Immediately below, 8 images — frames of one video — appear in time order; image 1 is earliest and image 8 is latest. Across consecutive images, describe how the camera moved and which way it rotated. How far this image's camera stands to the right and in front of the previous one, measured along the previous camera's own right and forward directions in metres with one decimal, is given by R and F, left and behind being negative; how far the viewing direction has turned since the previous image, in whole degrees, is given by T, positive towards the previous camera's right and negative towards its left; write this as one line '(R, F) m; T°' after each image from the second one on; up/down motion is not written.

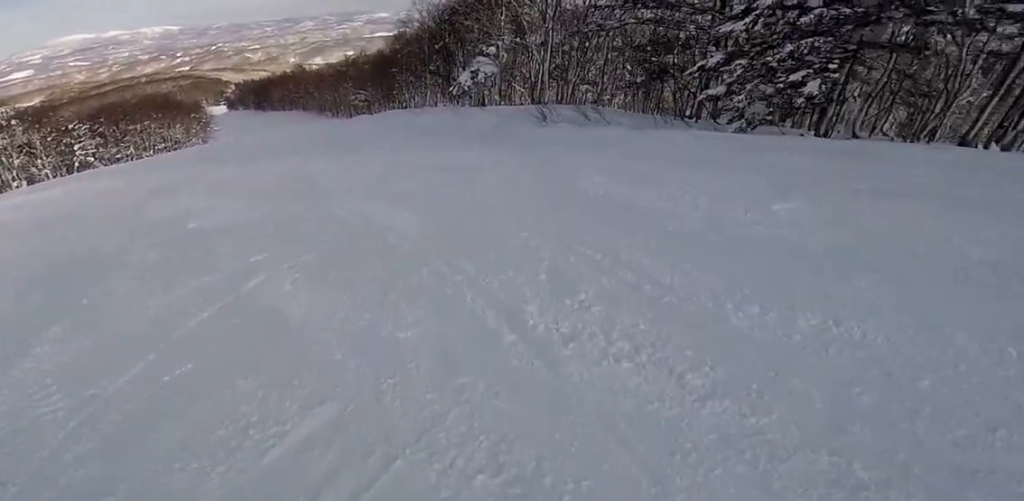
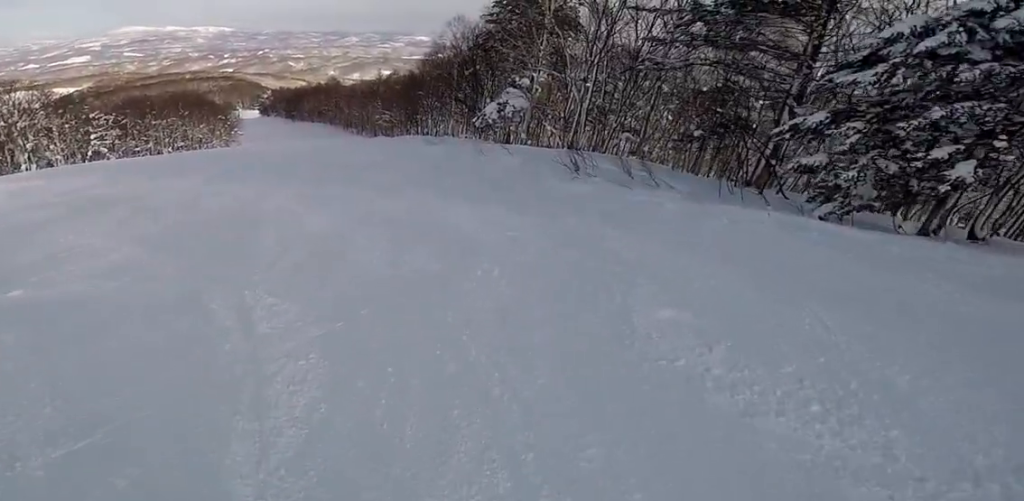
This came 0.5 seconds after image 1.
(0.0, +3.1) m; -6°
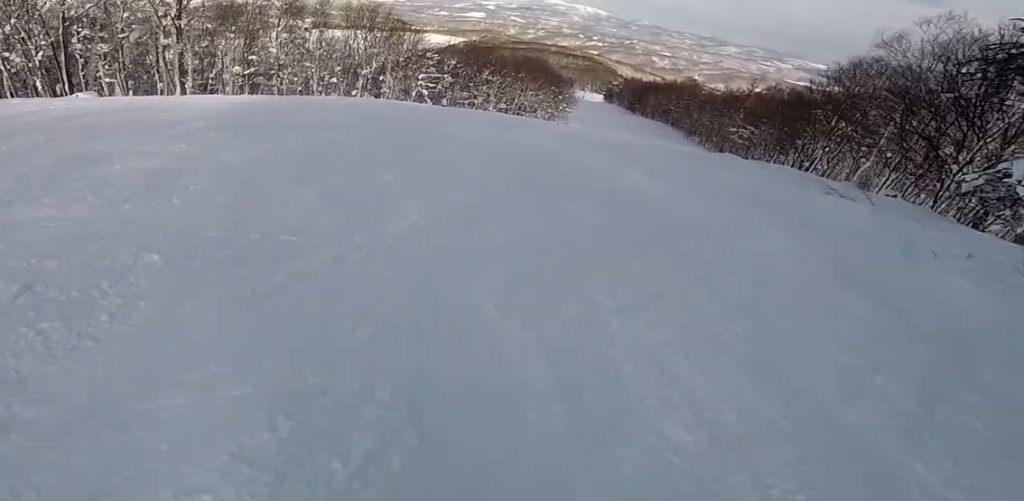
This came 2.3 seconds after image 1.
(-3.4, +10.8) m; -30°
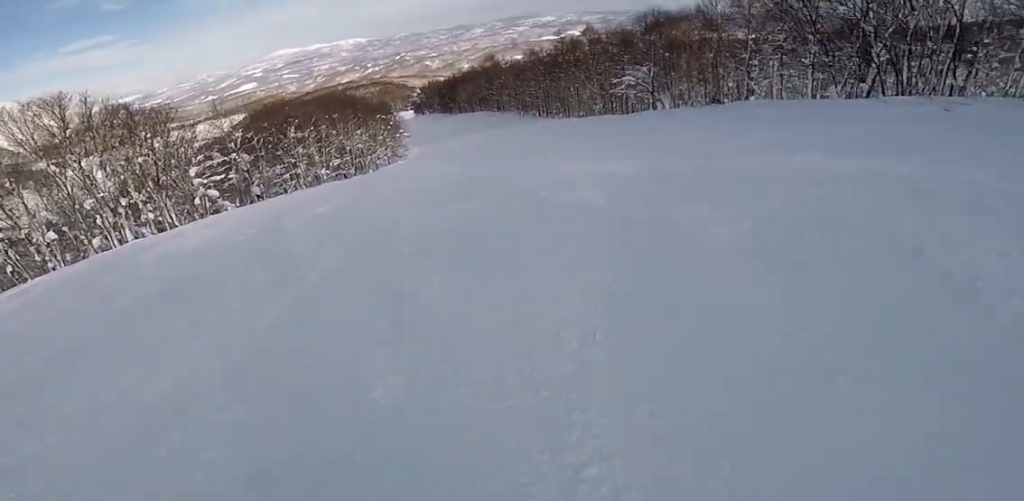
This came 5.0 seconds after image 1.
(+5.4, +20.1) m; +27°
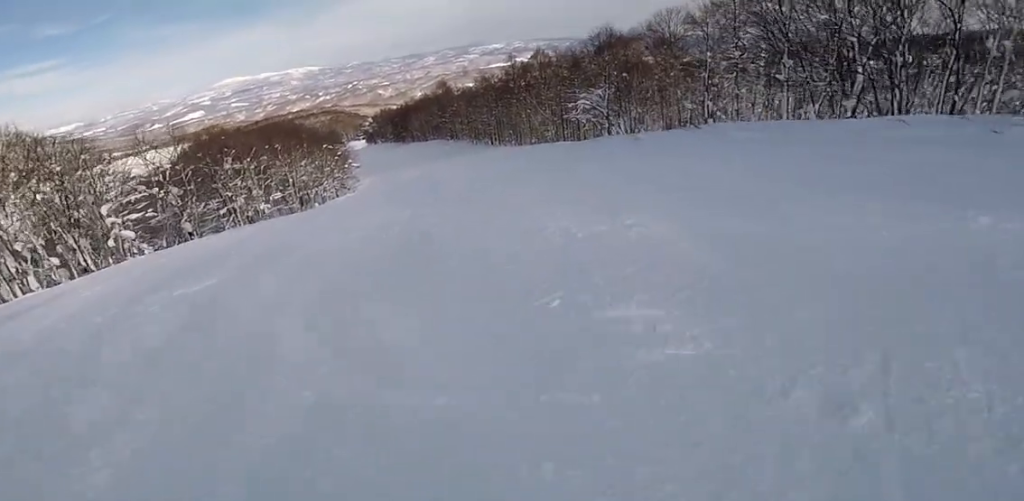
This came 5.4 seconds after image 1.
(0.0, +3.7) m; +1°
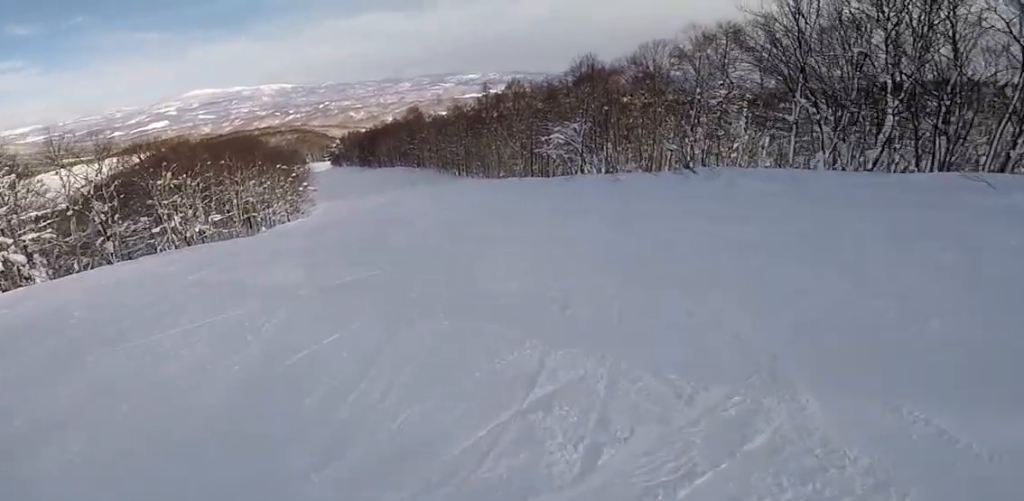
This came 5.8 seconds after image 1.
(+0.2, +4.3) m; +1°
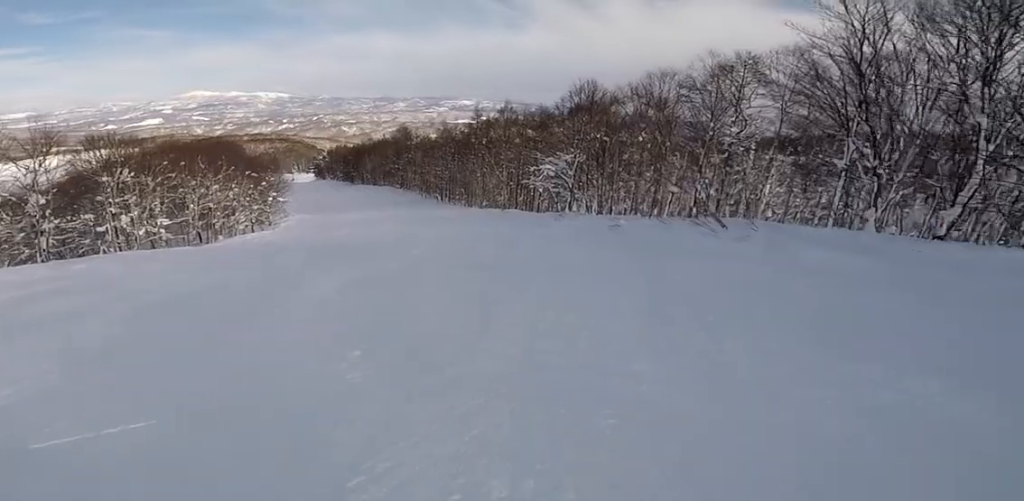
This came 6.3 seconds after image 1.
(+0.1, +4.7) m; +1°
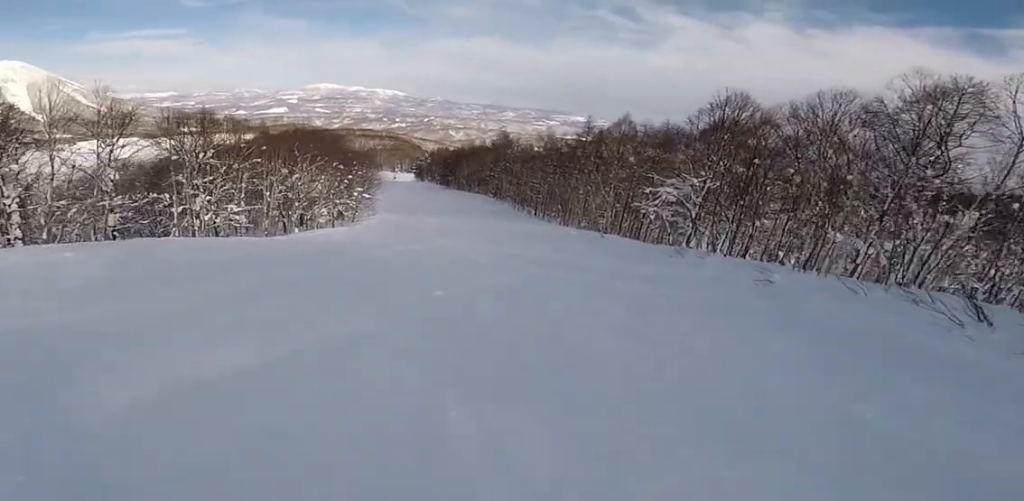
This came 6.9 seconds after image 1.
(0.0, +5.8) m; 0°
